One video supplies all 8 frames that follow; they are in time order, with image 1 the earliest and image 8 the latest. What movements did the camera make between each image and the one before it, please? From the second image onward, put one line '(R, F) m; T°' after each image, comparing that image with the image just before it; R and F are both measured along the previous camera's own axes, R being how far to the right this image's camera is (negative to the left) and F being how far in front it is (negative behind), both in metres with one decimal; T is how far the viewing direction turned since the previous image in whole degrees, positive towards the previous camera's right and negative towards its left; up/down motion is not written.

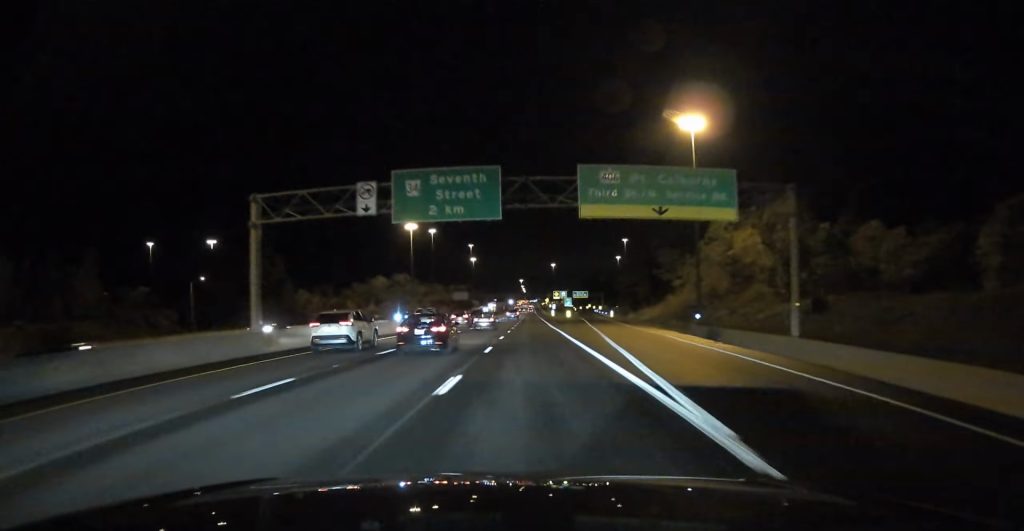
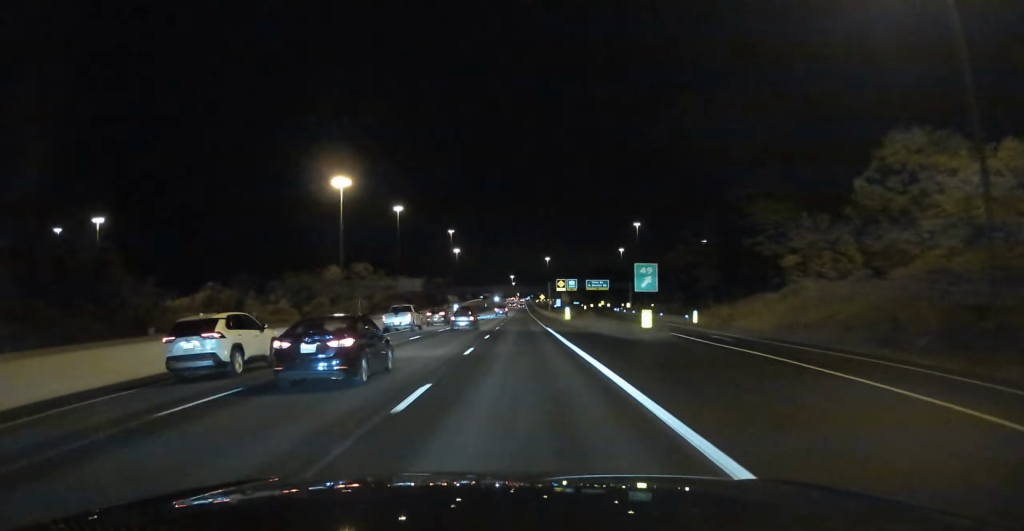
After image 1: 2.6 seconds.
(+3.8, +87.9) m; +2°
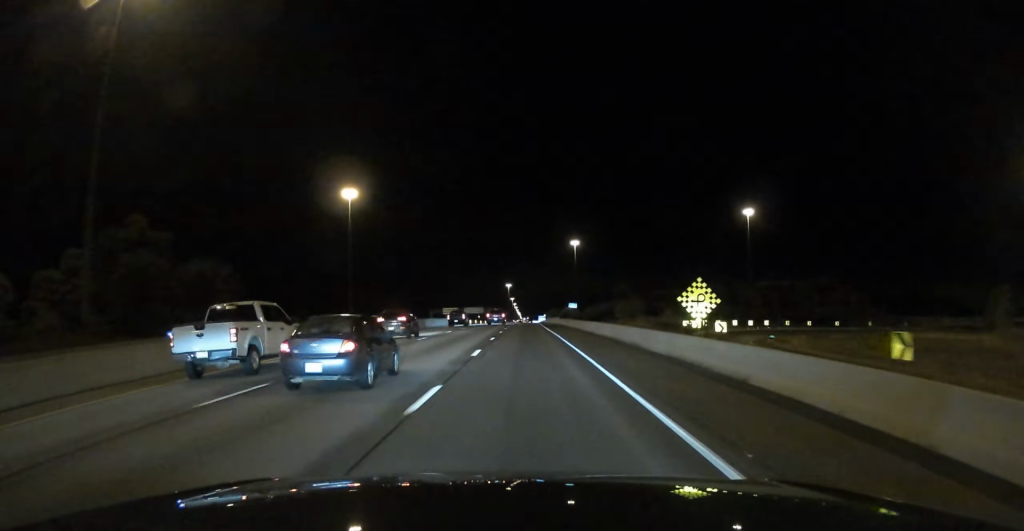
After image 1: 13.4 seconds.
(+2.7, +376.1) m; 0°
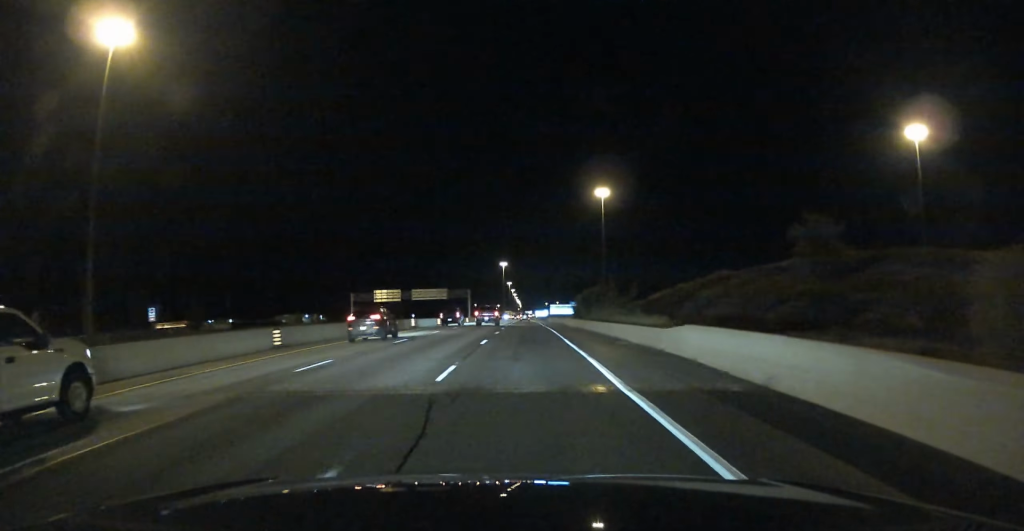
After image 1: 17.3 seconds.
(+0.4, +131.4) m; 0°
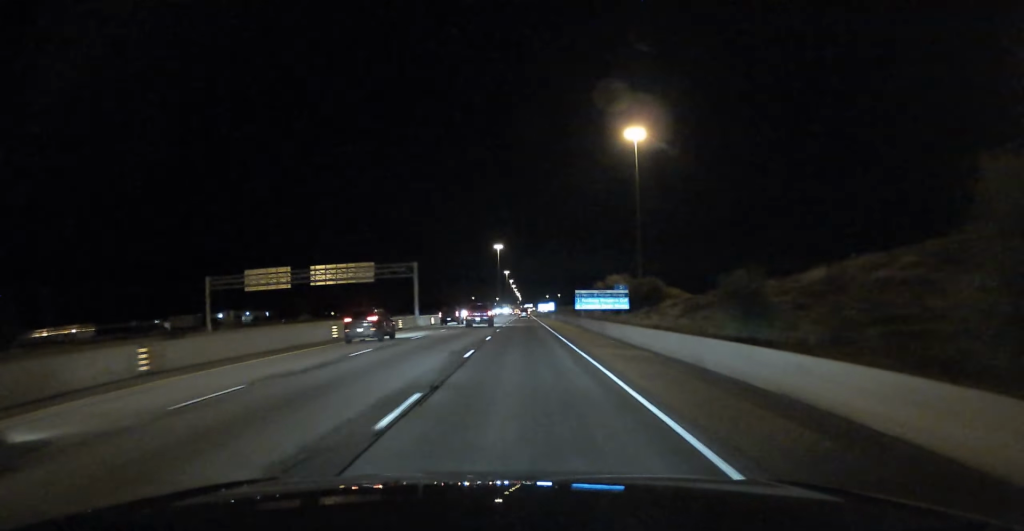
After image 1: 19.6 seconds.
(0.0, +76.7) m; 0°
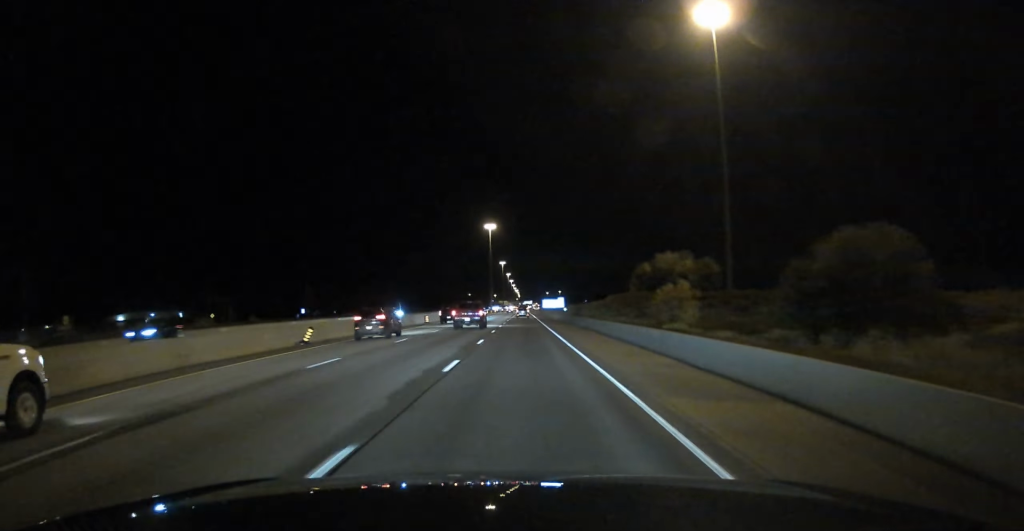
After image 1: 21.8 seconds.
(-0.1, +77.4) m; 0°
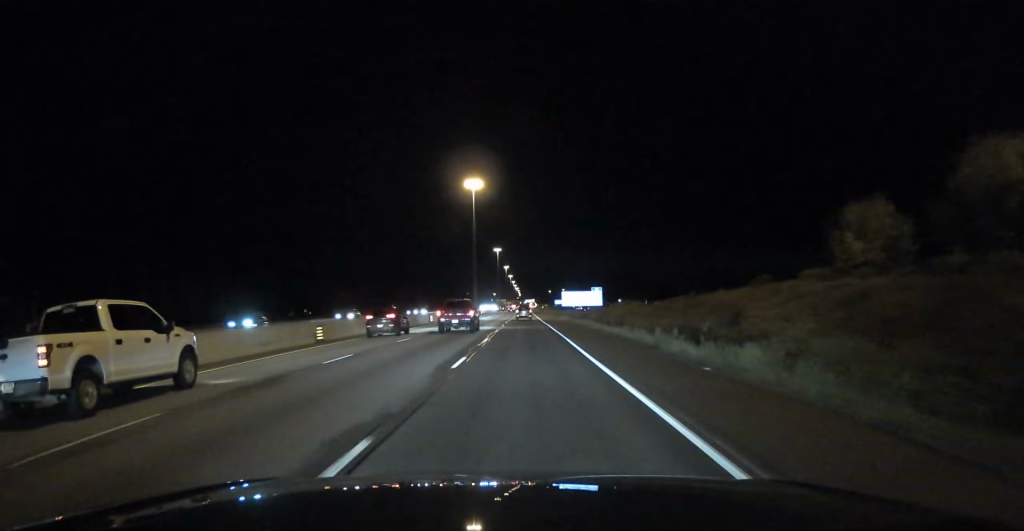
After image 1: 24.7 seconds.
(0.0, +94.8) m; 0°
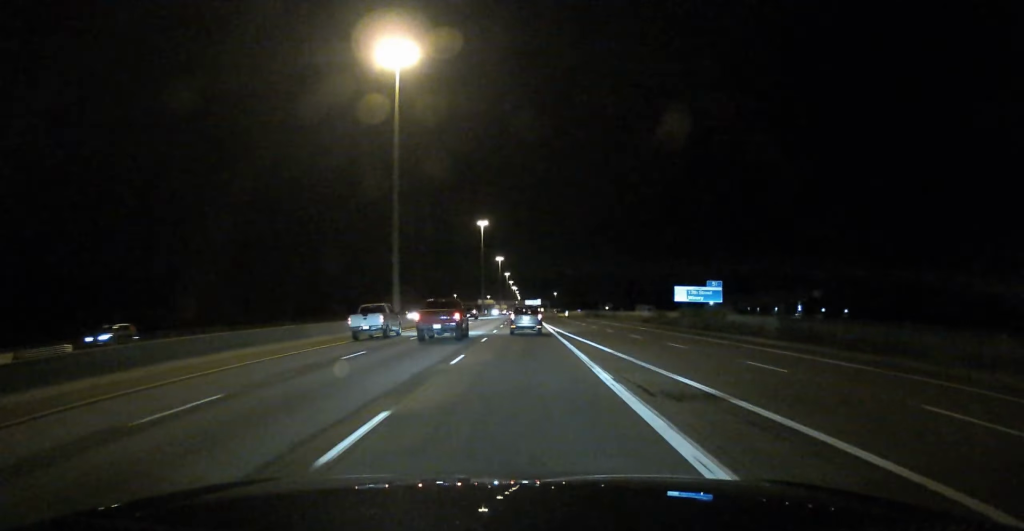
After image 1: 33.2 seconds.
(-0.4, +268.2) m; 0°
